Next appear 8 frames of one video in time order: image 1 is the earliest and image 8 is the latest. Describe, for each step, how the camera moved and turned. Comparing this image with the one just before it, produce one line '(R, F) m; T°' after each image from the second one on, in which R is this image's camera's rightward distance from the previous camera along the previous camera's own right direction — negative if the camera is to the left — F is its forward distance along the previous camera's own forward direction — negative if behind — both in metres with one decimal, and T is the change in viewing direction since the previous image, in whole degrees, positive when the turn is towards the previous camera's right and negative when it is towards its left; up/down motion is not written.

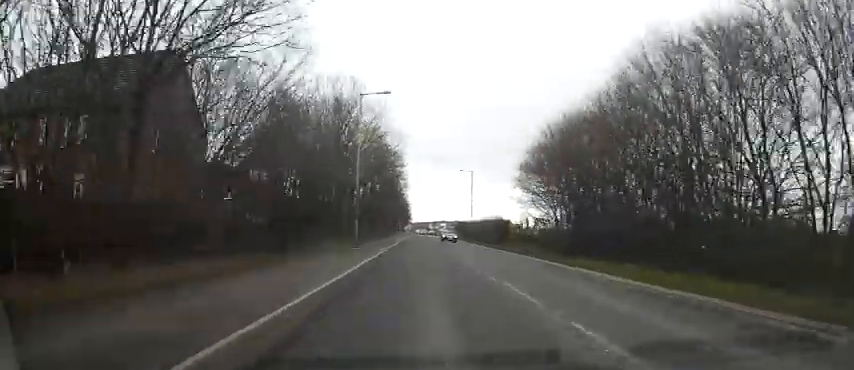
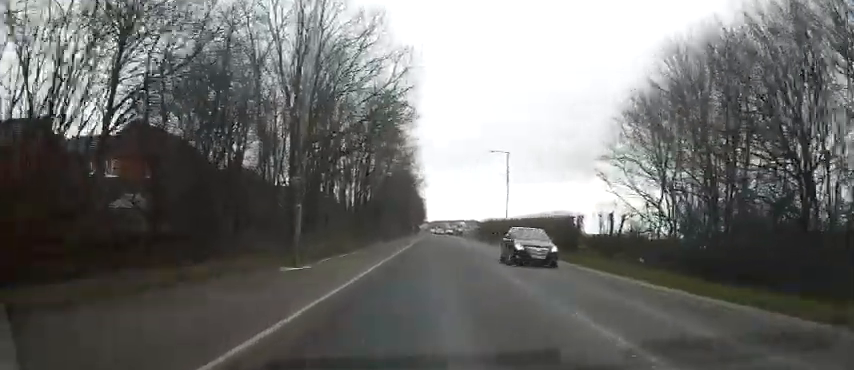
(-0.9, +18.2) m; -4°
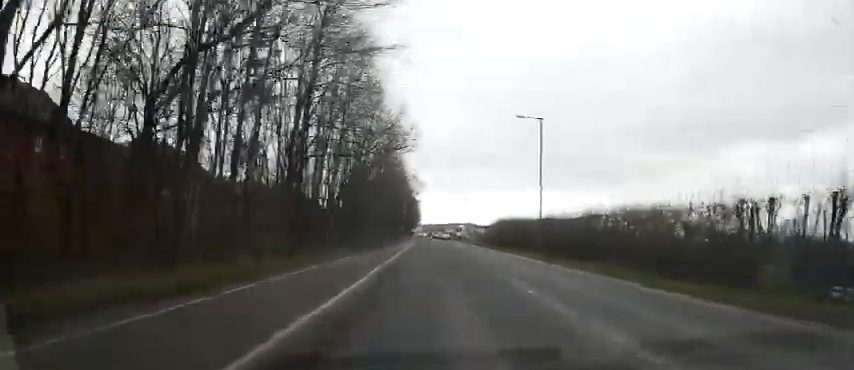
(-0.4, +18.9) m; -1°
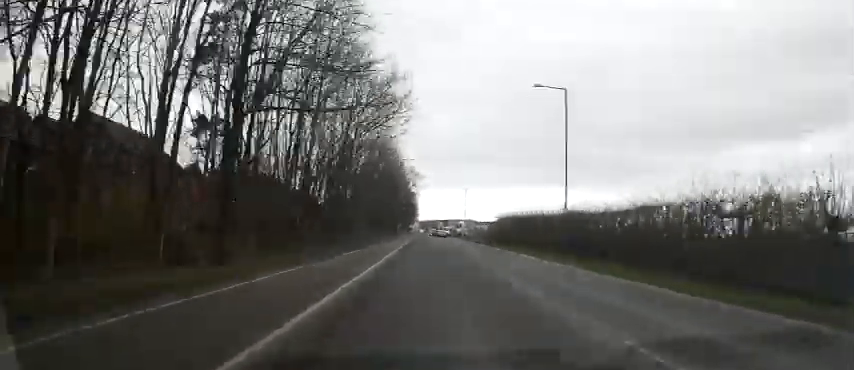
(+0.1, +7.2) m; 0°
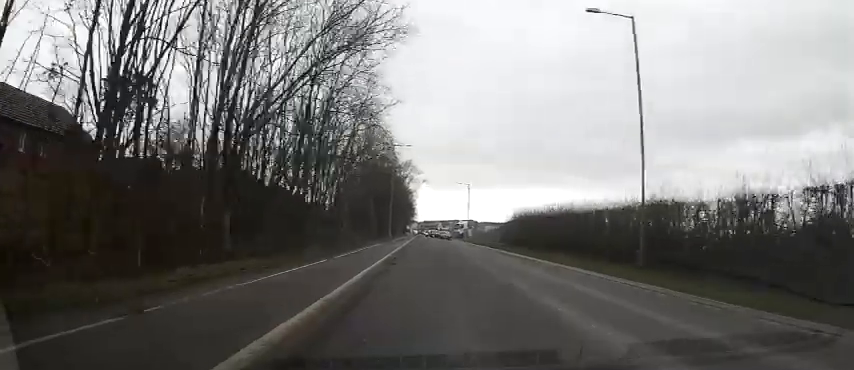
(+0.2, +10.9) m; 0°
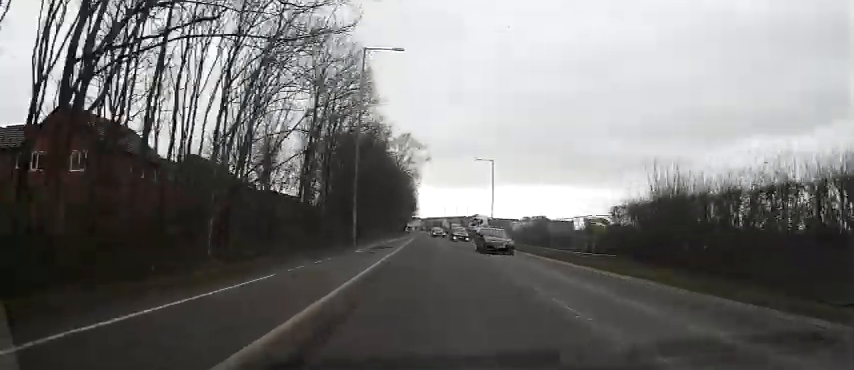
(0.0, +28.8) m; 0°
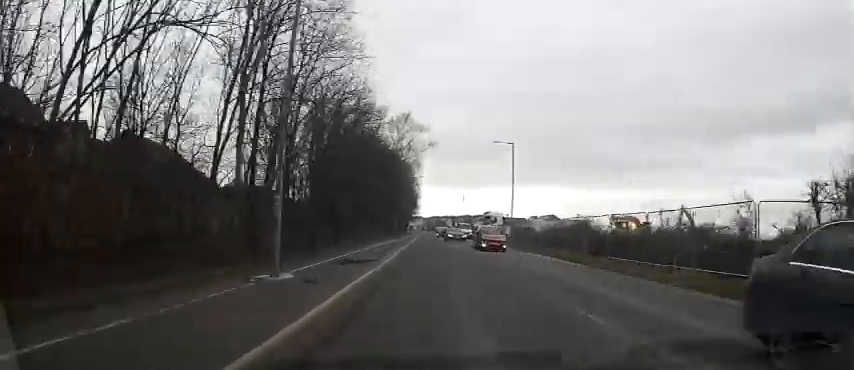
(-0.4, +13.7) m; 0°
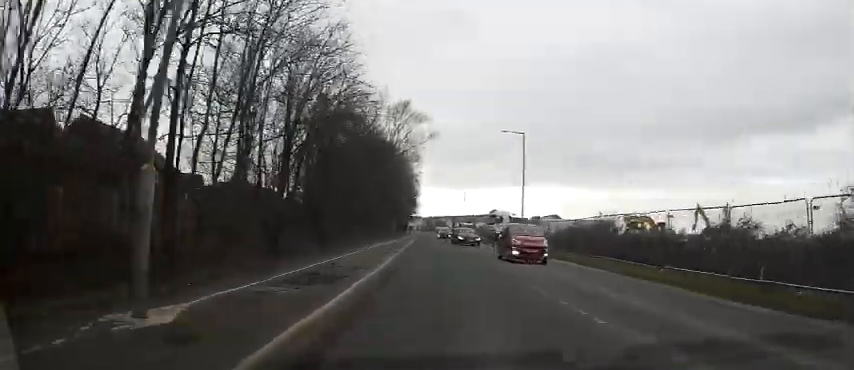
(+0.2, +5.9) m; +1°
